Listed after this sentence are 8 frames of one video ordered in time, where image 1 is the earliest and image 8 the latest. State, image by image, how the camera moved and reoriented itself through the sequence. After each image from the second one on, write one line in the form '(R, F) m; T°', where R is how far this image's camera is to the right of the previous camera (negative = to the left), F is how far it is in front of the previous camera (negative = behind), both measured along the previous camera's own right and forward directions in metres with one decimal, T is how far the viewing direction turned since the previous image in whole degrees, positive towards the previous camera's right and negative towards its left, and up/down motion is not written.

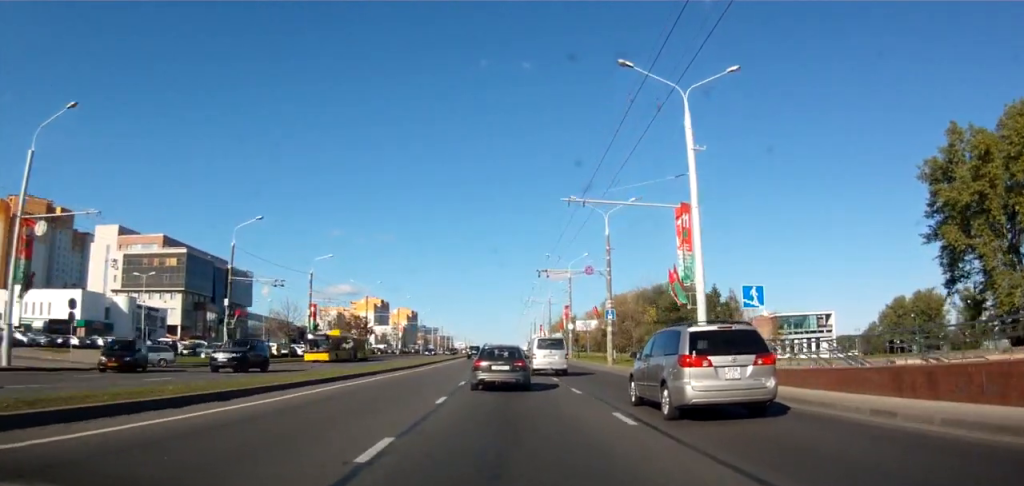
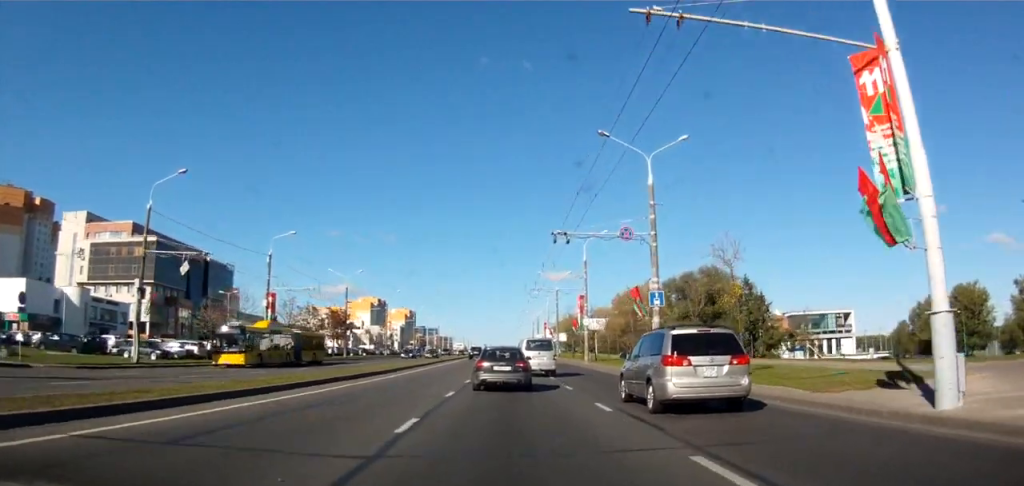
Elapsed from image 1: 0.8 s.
(0.0, +13.4) m; 0°
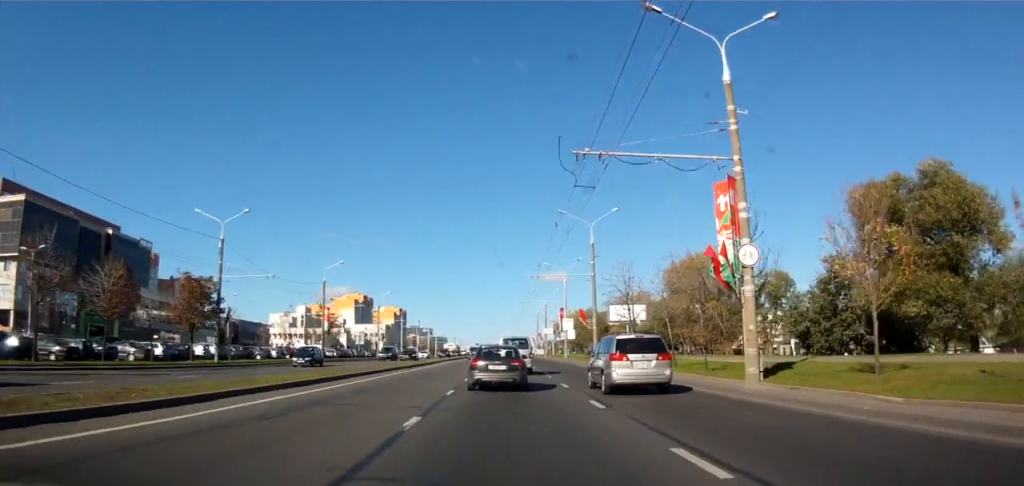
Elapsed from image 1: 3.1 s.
(-0.1, +39.2) m; -1°
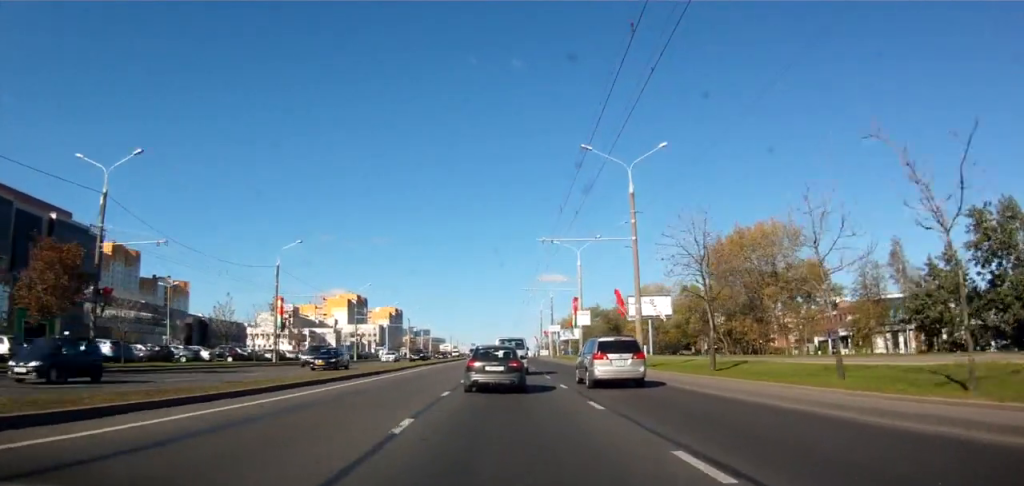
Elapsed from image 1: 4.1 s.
(+0.2, +16.0) m; 0°
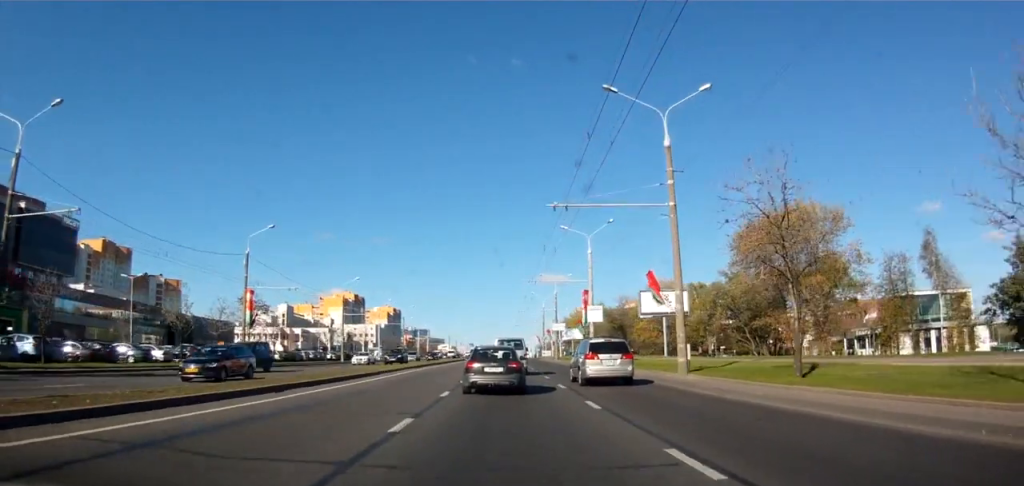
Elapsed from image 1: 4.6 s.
(+0.1, +8.0) m; 0°
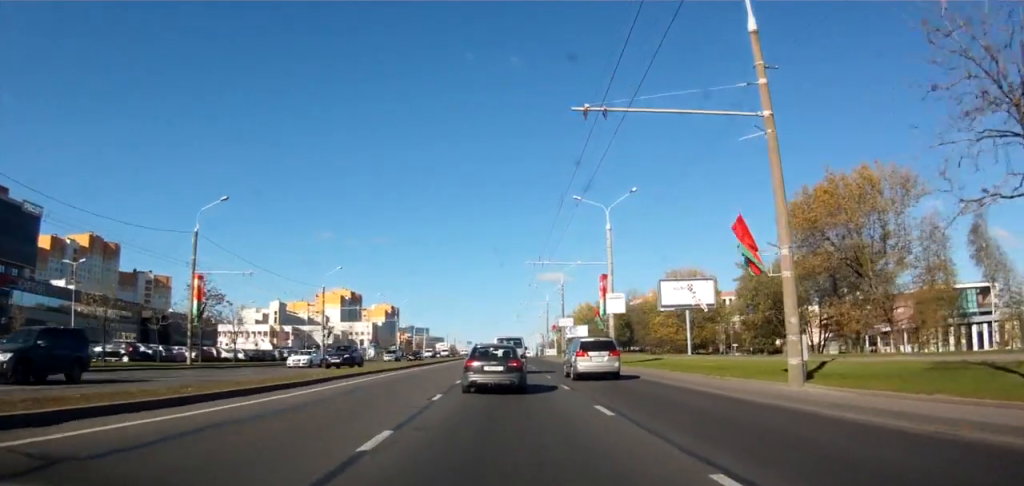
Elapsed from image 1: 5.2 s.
(-0.3, +9.9) m; 0°
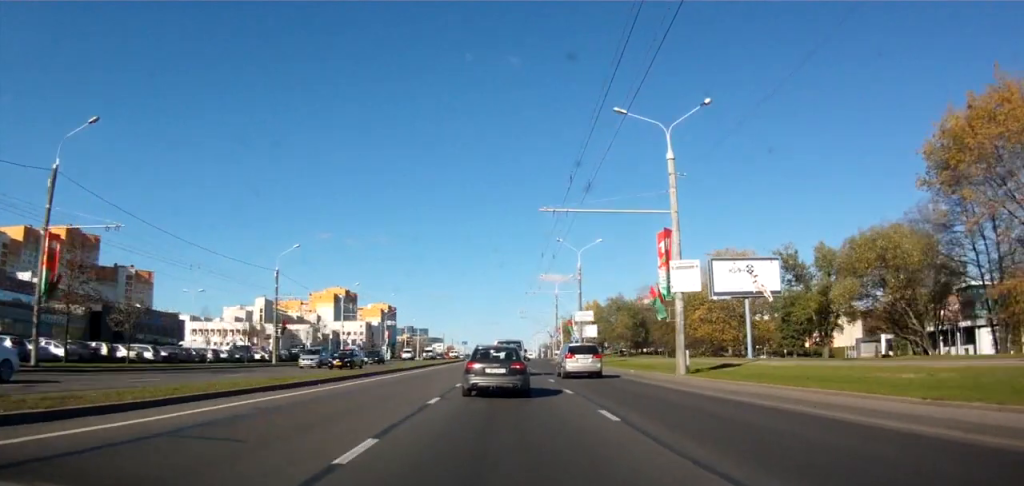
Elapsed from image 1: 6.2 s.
(+0.3, +17.0) m; +1°
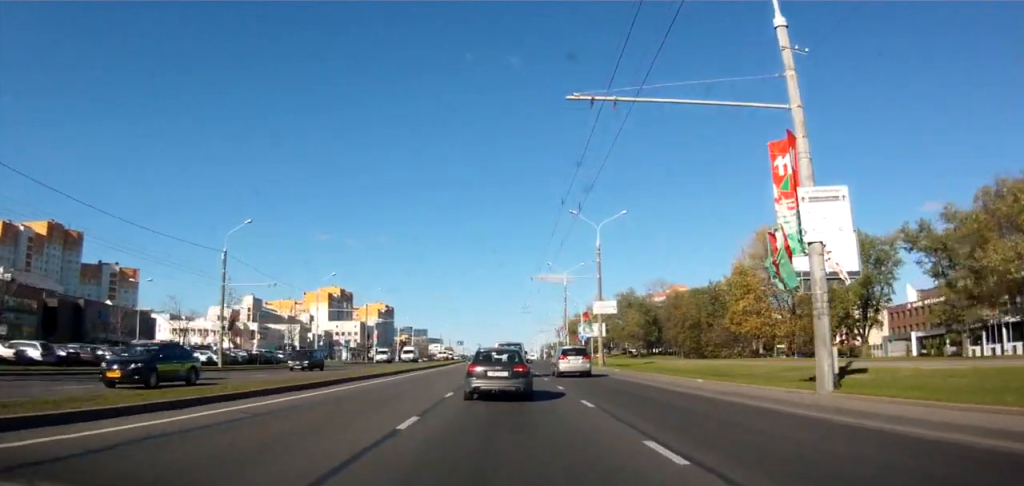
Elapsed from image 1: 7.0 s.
(-0.1, +12.3) m; 0°
